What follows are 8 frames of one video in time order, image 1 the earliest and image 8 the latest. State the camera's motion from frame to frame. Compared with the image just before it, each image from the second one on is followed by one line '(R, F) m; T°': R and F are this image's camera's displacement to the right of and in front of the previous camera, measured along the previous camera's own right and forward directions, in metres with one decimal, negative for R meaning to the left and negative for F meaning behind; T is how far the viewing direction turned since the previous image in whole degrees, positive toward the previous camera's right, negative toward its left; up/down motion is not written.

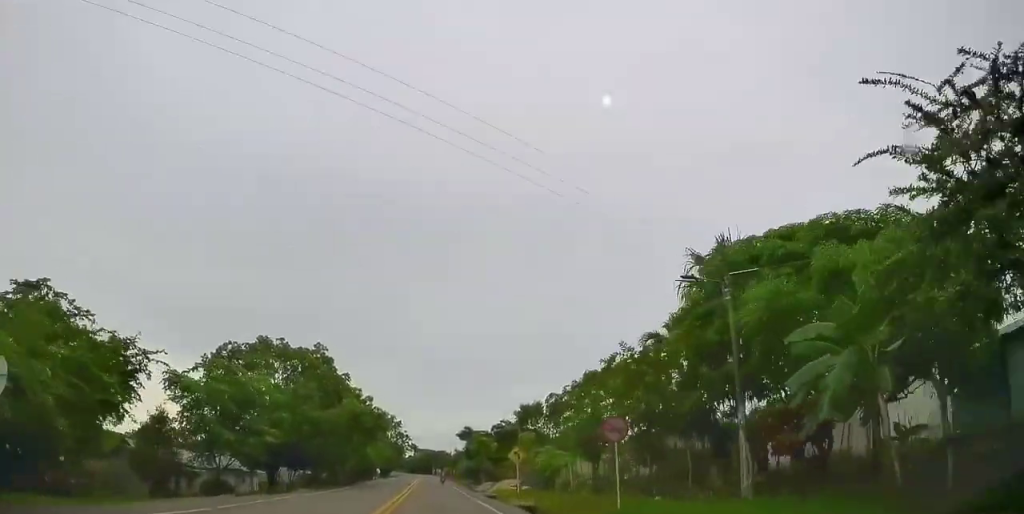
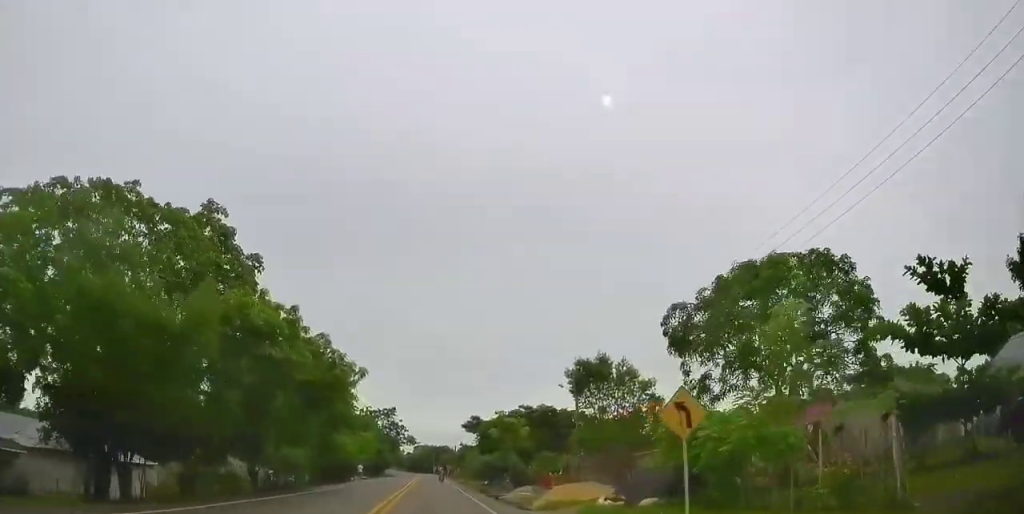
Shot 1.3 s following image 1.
(-0.5, +21.3) m; 0°
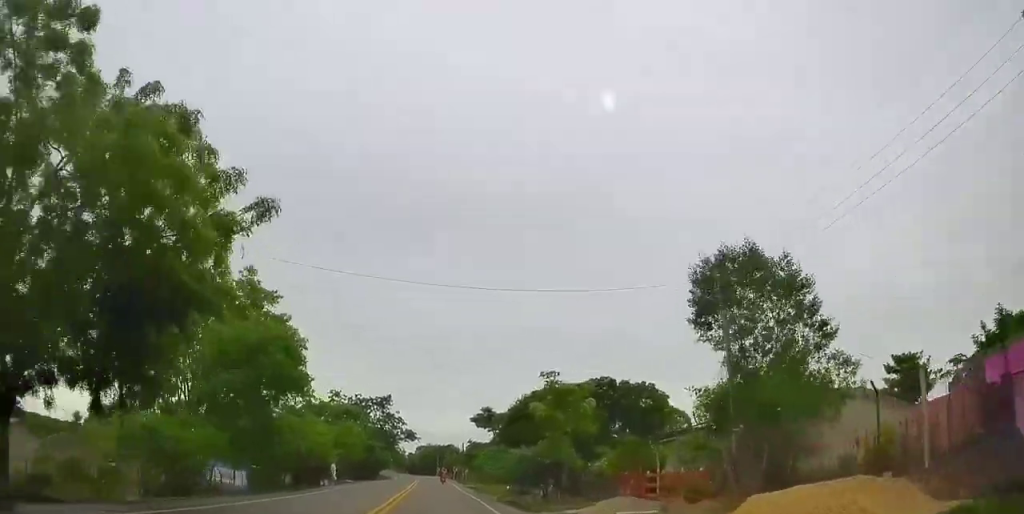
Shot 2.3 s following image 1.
(+0.5, +16.6) m; +1°
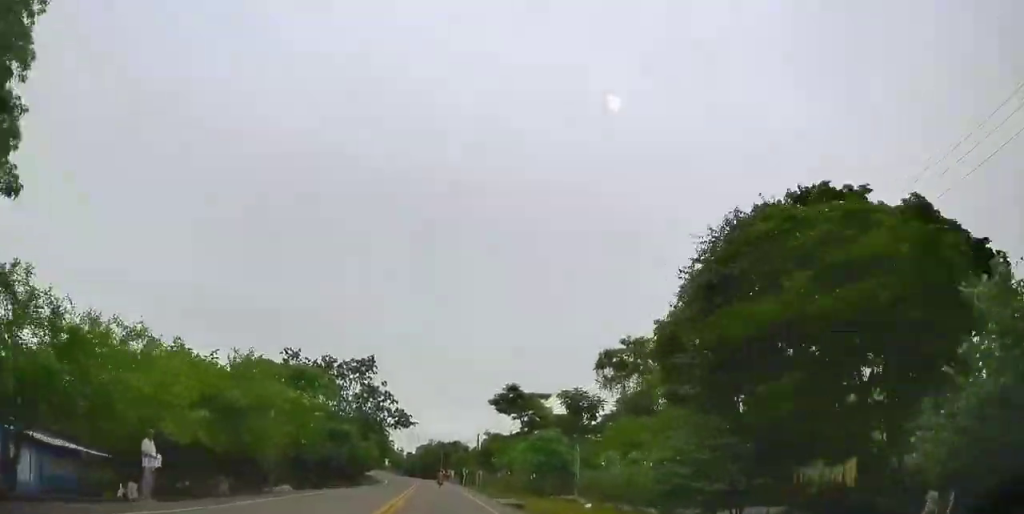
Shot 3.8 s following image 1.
(0.0, +25.3) m; 0°
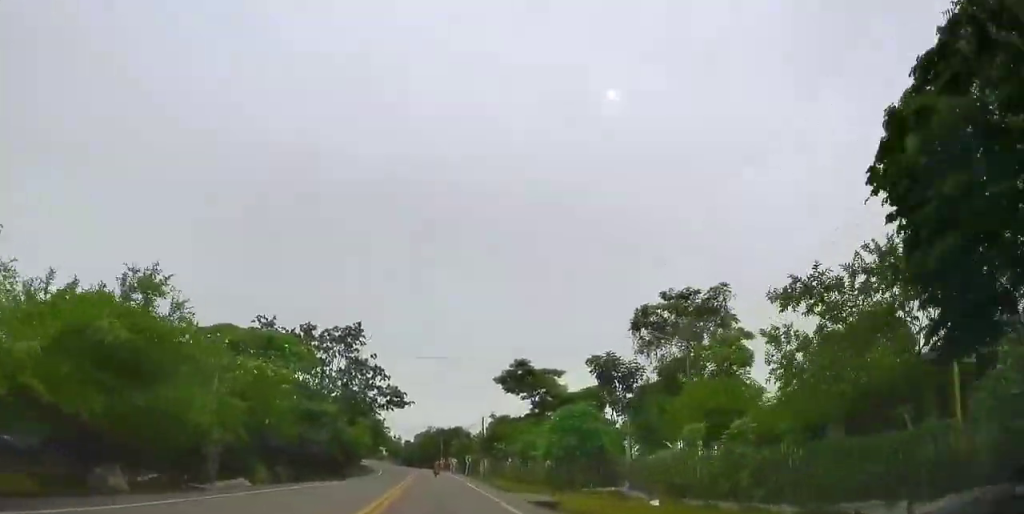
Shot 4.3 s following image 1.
(0.0, +8.0) m; 0°
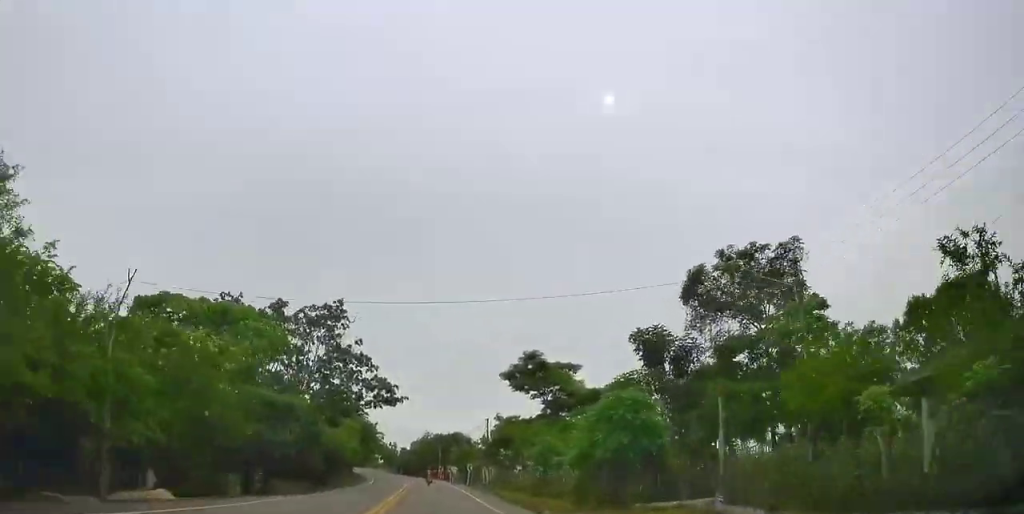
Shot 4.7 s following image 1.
(-0.1, +7.4) m; 0°
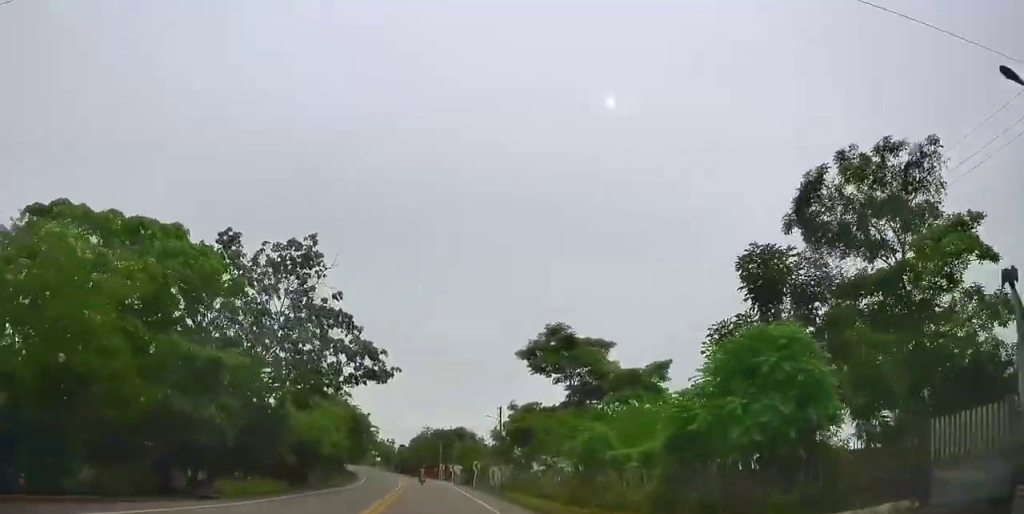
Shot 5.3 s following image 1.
(0.0, +9.5) m; 0°
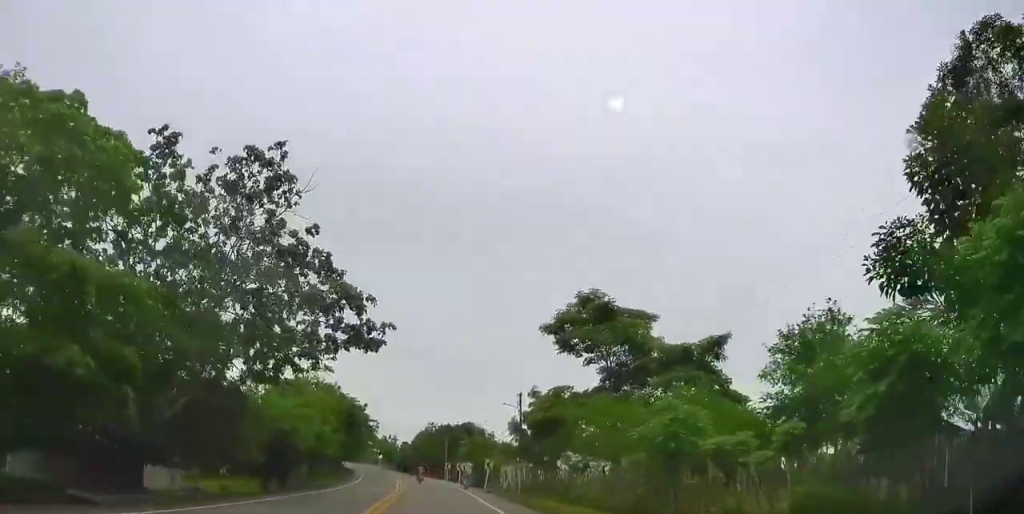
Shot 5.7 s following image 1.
(+0.2, +7.6) m; -1°
